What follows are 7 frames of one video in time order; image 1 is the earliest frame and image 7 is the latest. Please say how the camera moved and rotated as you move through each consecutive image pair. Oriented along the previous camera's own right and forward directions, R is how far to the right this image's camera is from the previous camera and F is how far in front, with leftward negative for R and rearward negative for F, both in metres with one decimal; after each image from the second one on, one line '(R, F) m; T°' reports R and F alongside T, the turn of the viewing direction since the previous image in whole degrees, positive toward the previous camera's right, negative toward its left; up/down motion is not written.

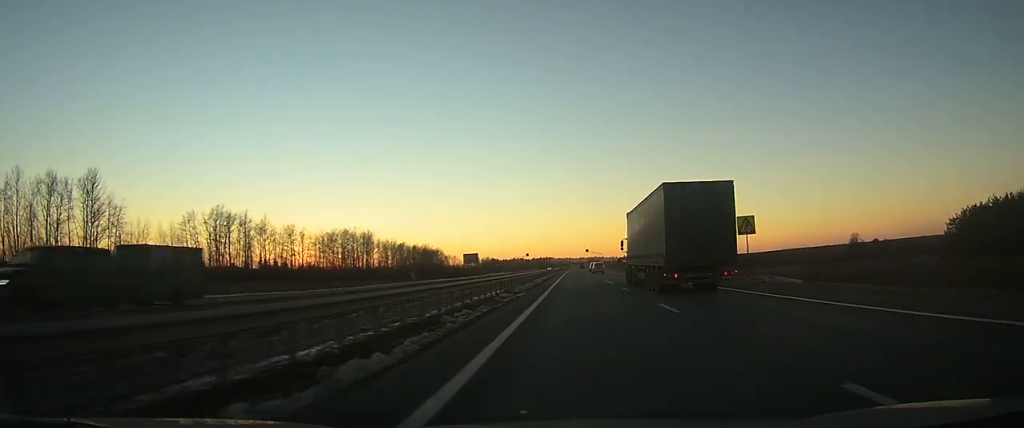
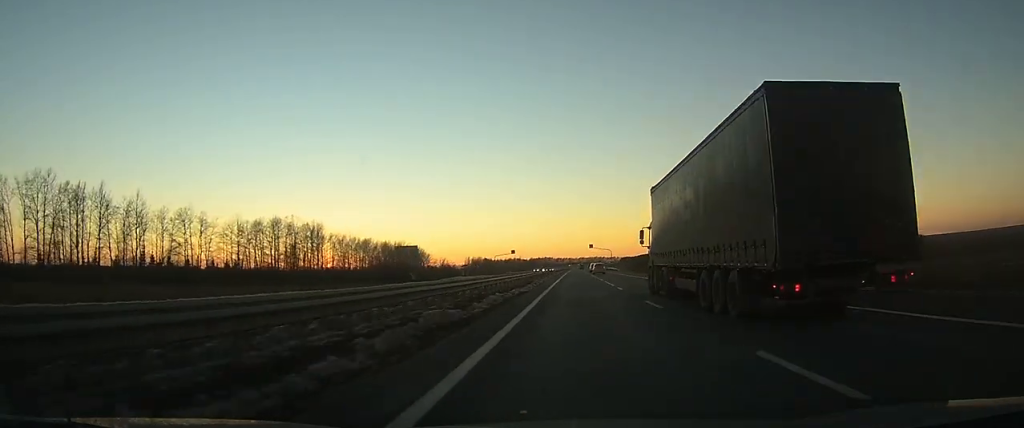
(0.0, +56.9) m; 0°
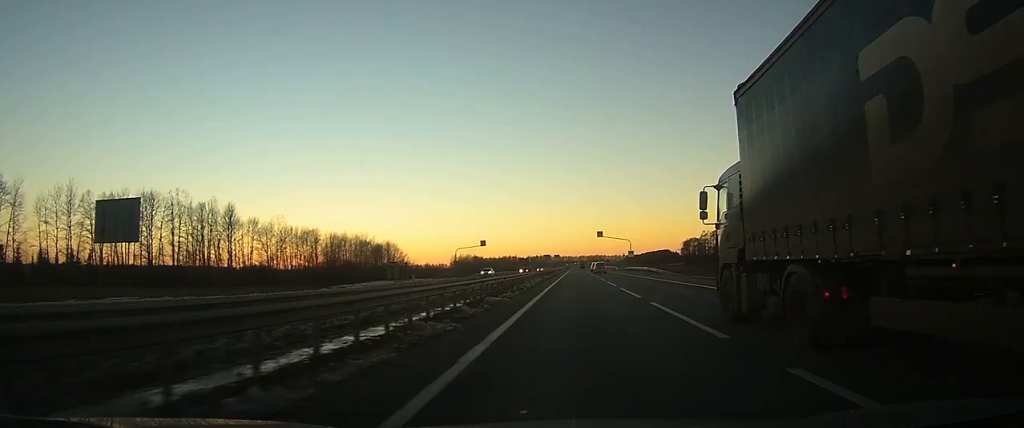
(+0.2, +58.7) m; 0°
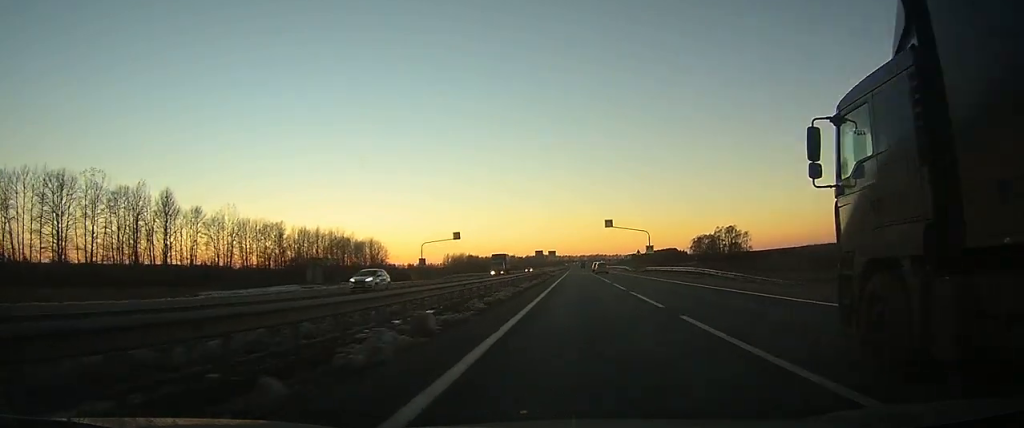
(0.0, +27.2) m; 0°
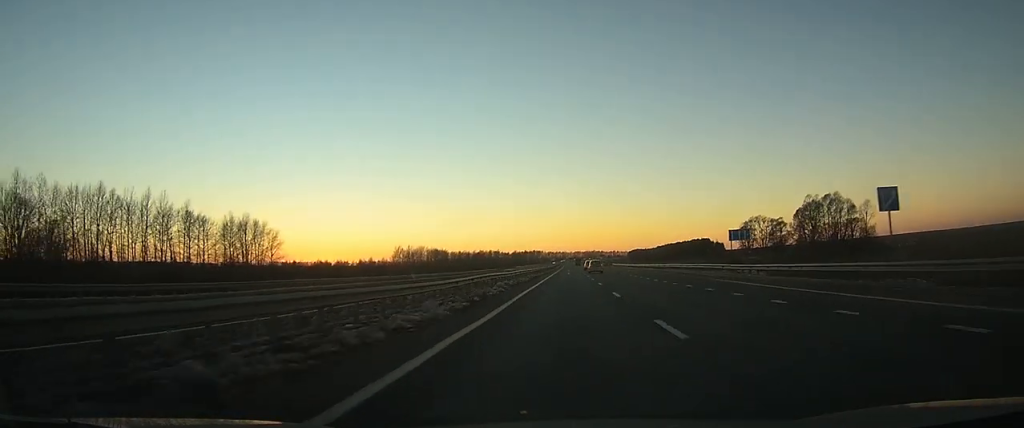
(0.0, +114.8) m; 0°
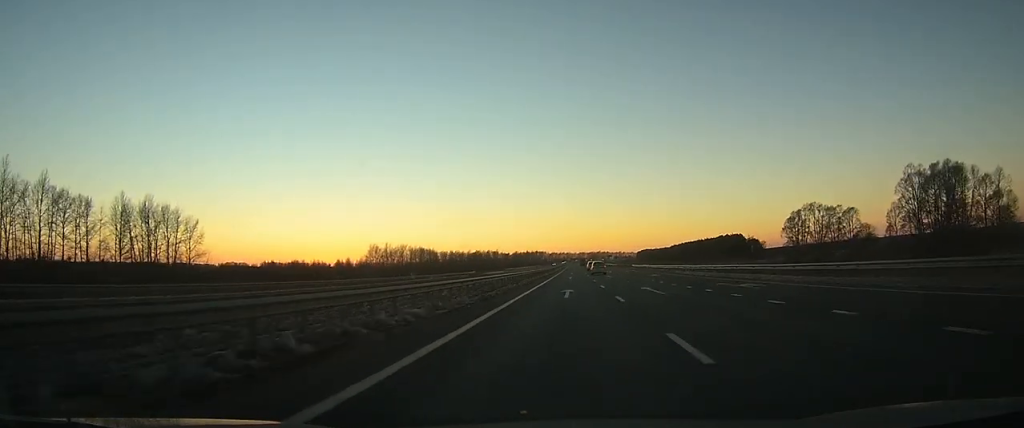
(0.0, +51.5) m; 0°
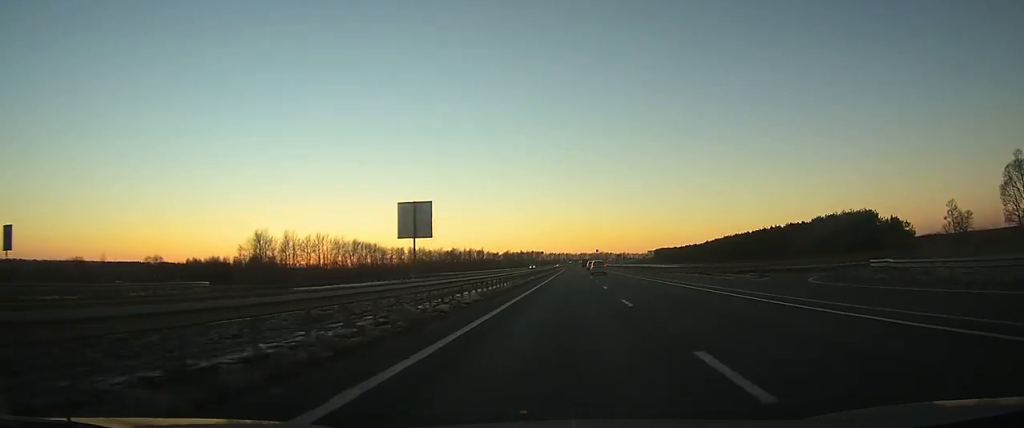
(-0.4, +105.9) m; 0°
